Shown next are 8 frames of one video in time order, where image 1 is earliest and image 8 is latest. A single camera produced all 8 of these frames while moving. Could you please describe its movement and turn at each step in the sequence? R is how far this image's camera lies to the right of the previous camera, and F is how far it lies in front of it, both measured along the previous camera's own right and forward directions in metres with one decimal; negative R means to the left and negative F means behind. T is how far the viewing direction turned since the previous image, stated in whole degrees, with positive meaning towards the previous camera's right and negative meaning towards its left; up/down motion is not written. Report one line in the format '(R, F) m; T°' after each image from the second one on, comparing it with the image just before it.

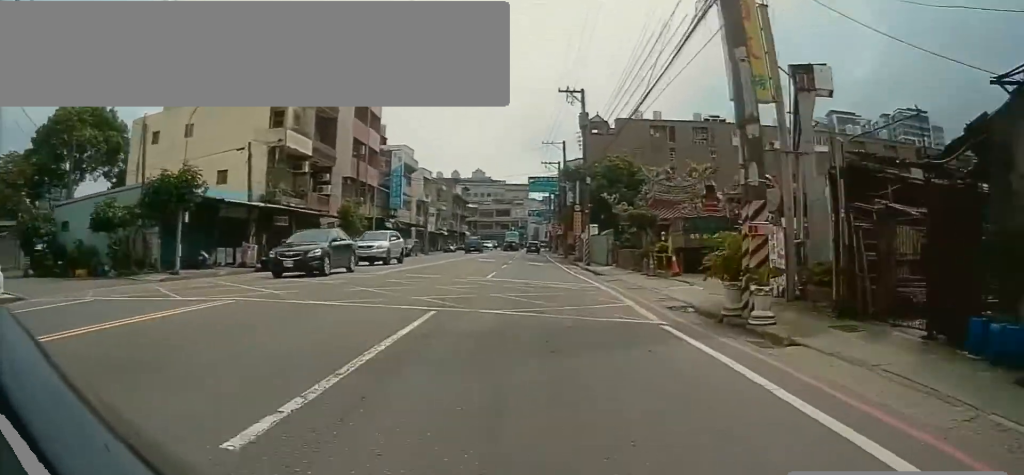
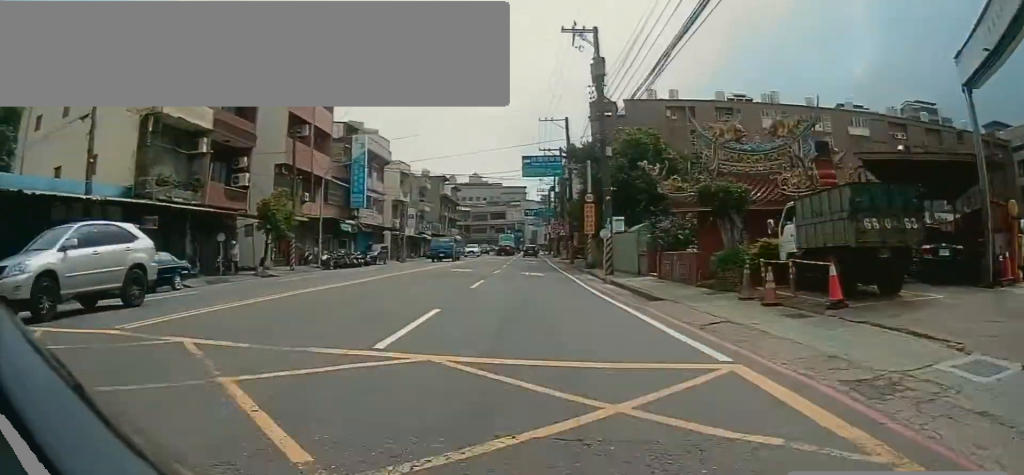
(-0.4, +10.2) m; -3°
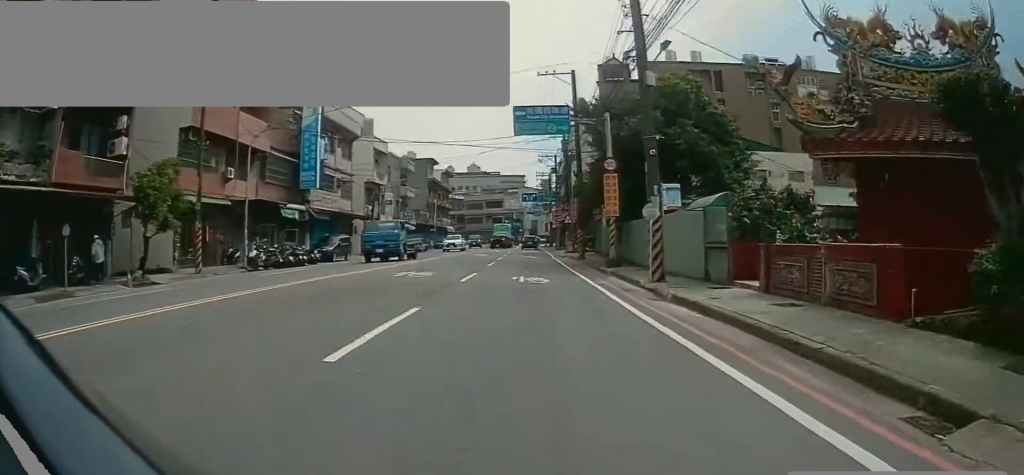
(-0.2, +8.9) m; -2°
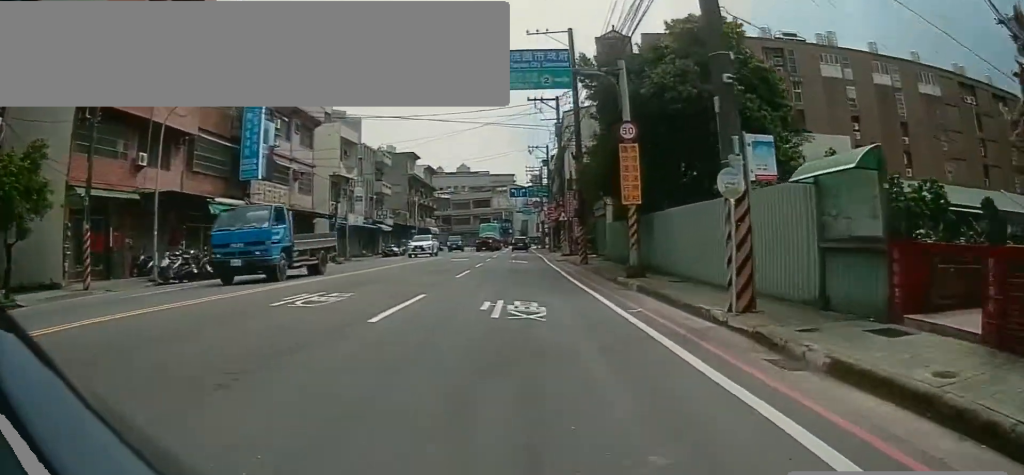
(-0.1, +6.1) m; -2°
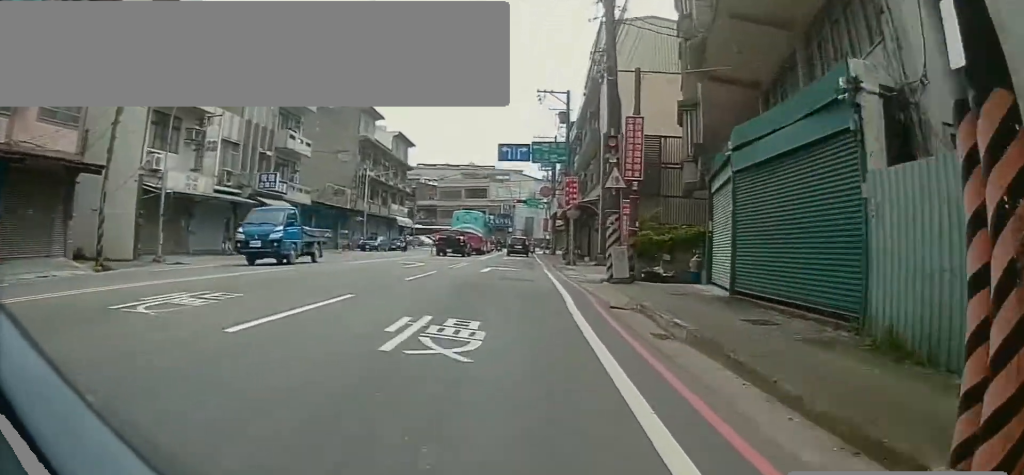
(-2.0, +23.1) m; -8°
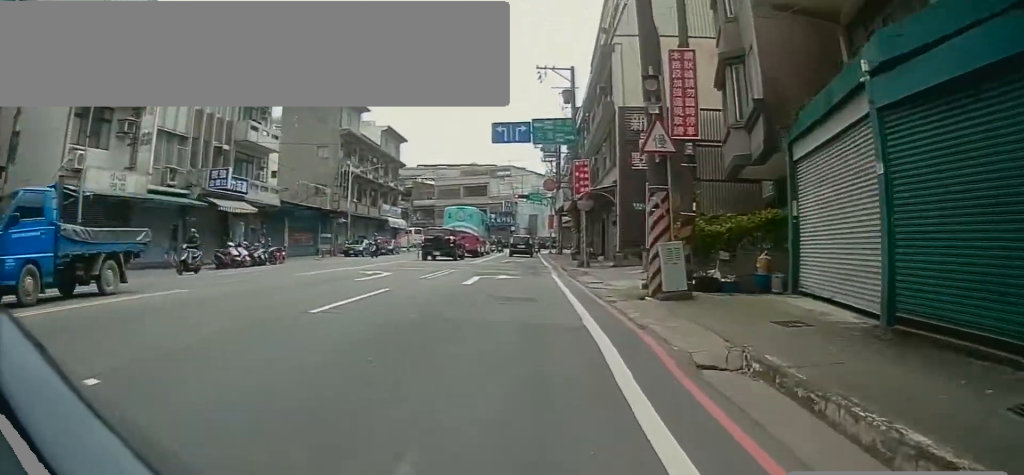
(0.0, +5.1) m; -1°
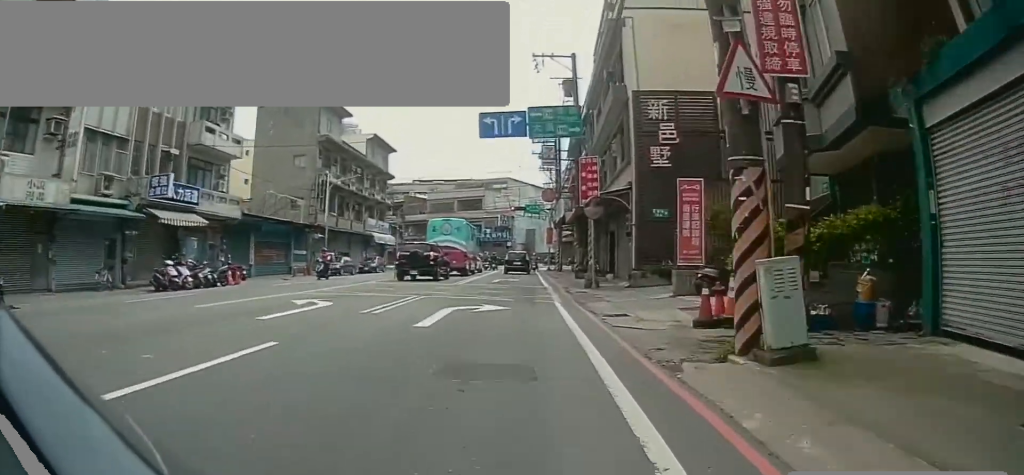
(-0.1, +3.6) m; 0°
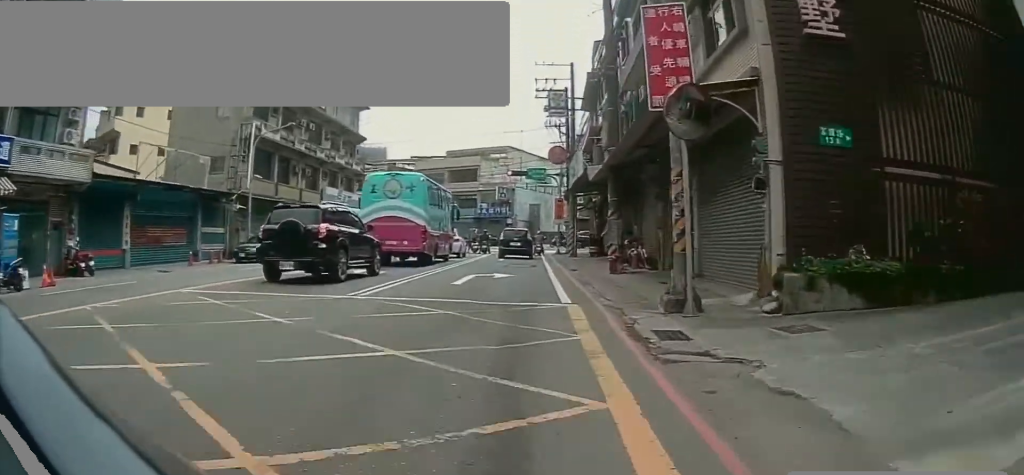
(0.0, +9.6) m; +4°
